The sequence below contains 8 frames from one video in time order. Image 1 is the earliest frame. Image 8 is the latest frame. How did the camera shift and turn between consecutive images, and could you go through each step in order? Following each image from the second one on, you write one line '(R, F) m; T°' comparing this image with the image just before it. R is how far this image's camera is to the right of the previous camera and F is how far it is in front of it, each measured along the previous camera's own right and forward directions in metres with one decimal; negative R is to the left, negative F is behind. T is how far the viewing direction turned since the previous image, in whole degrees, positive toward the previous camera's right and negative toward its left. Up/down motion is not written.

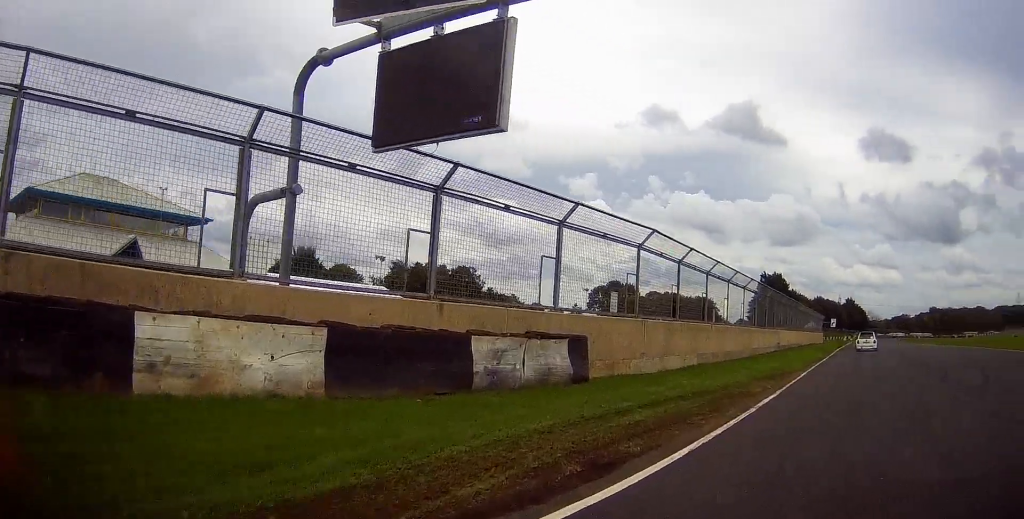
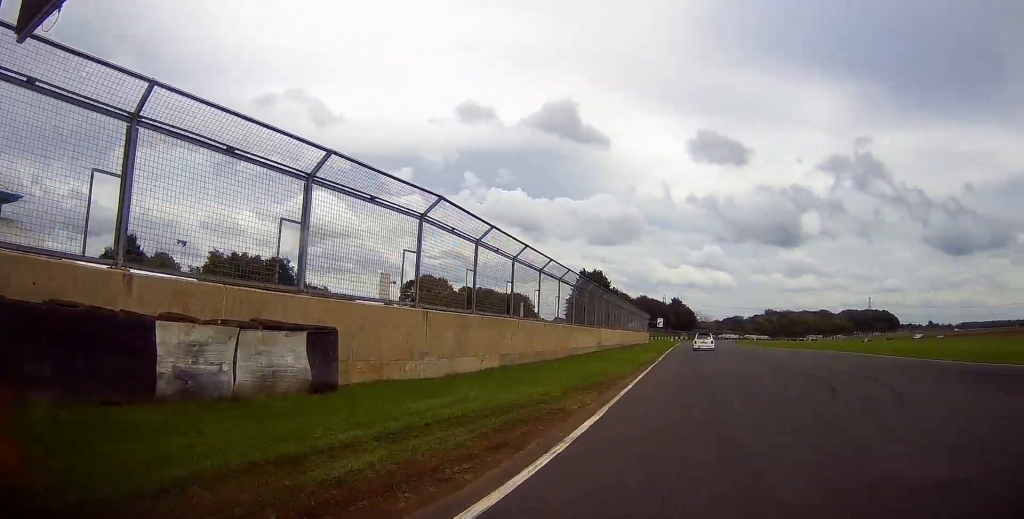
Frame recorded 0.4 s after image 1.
(-0.1, +3.3) m; +9°
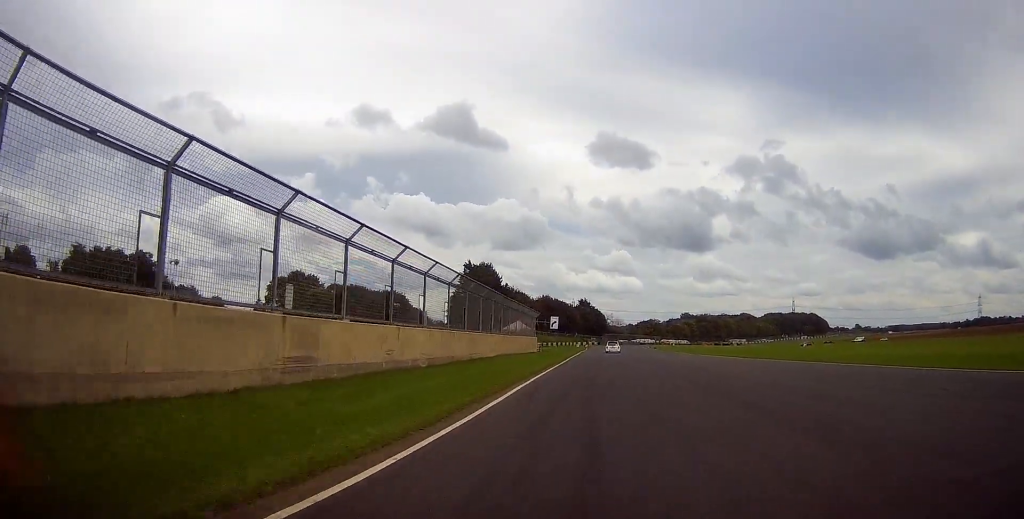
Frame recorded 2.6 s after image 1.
(+5.7, +26.5) m; +13°
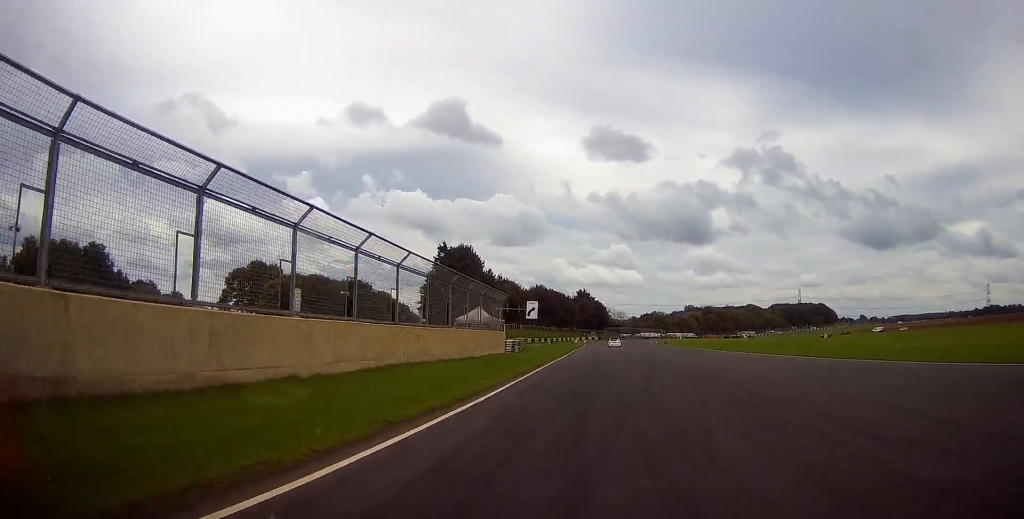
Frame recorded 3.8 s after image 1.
(+0.1, +20.7) m; 0°
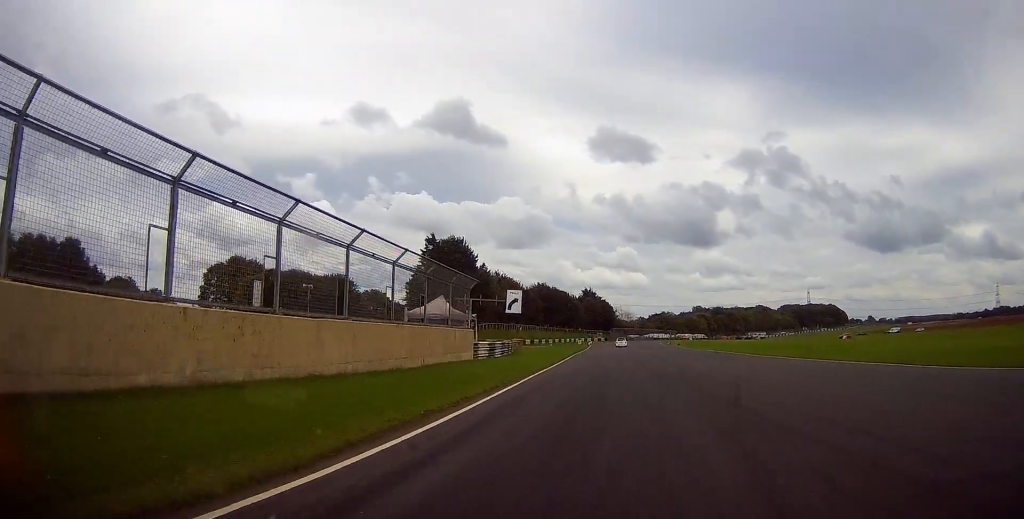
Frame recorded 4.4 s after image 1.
(+0.1, +12.0) m; 0°
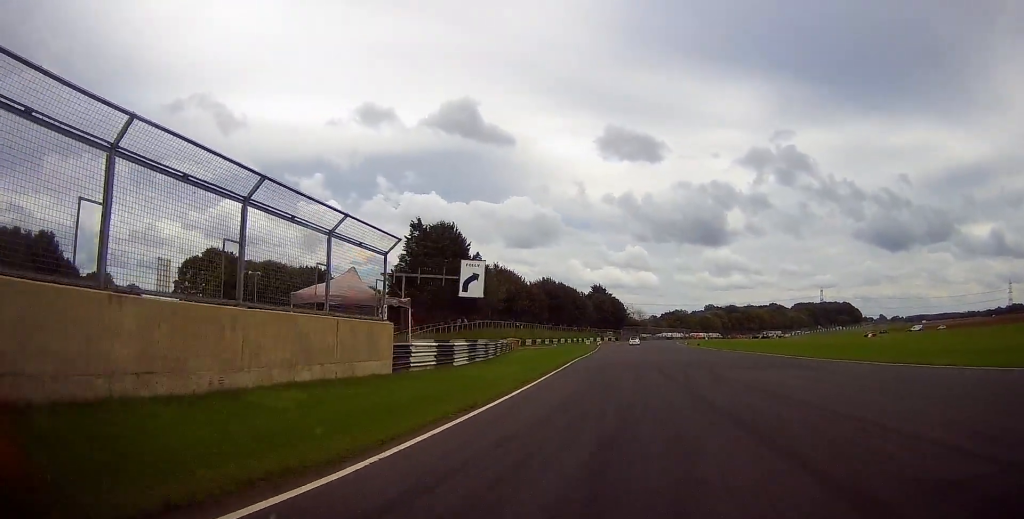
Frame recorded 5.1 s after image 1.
(-0.2, +13.2) m; -2°
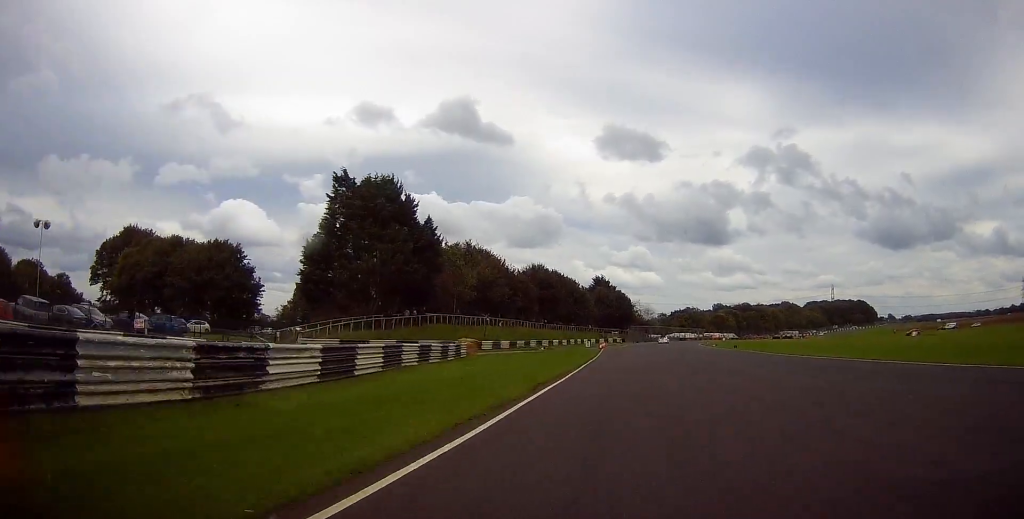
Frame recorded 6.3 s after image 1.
(-0.7, +26.7) m; -1°
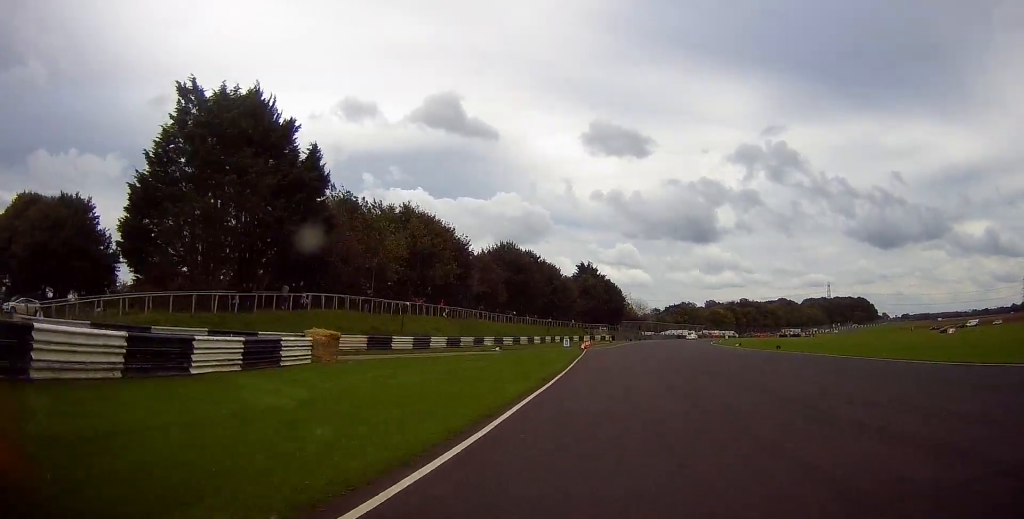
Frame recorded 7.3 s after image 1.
(+0.3, +24.3) m; +2°
